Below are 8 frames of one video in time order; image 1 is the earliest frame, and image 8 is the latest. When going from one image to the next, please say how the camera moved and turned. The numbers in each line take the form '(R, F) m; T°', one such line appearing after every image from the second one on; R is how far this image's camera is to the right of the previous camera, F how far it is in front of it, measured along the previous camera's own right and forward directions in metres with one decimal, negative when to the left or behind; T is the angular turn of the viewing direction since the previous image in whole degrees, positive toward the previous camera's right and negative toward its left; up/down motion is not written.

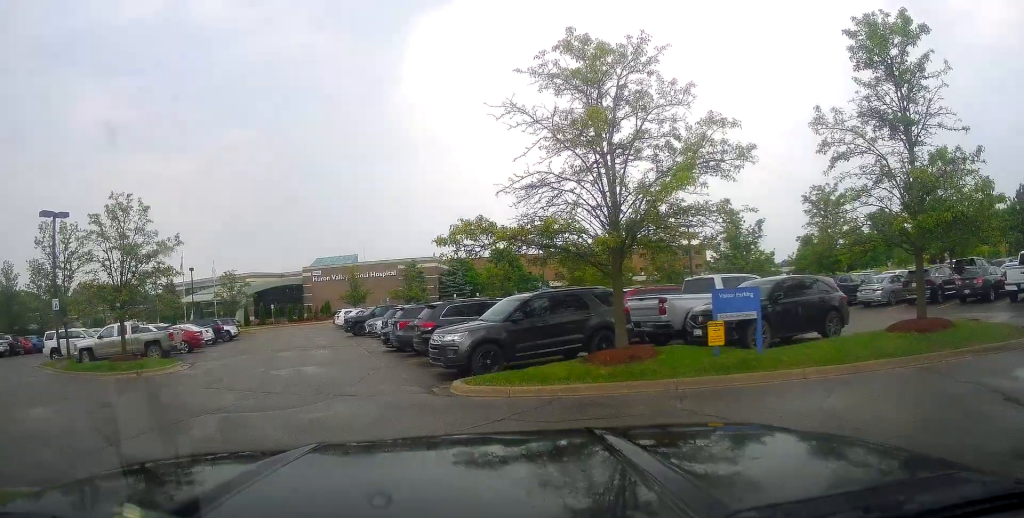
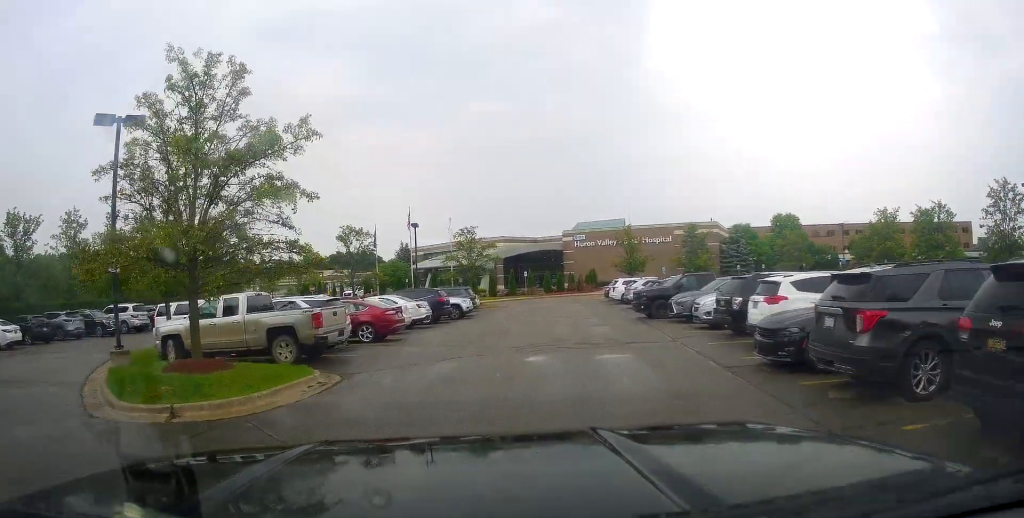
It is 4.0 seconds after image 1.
(-3.3, +9.9) m; -29°
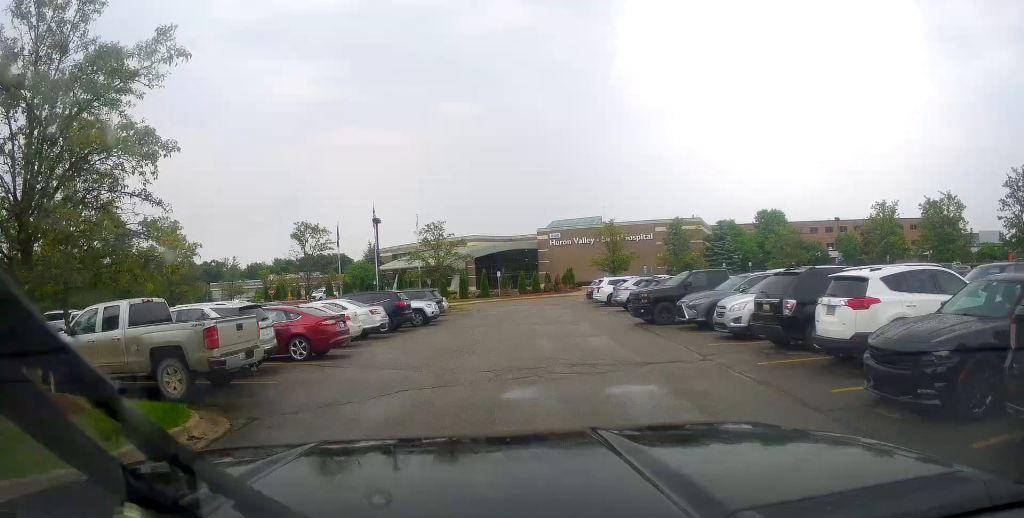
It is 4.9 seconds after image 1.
(+0.7, +4.0) m; +8°
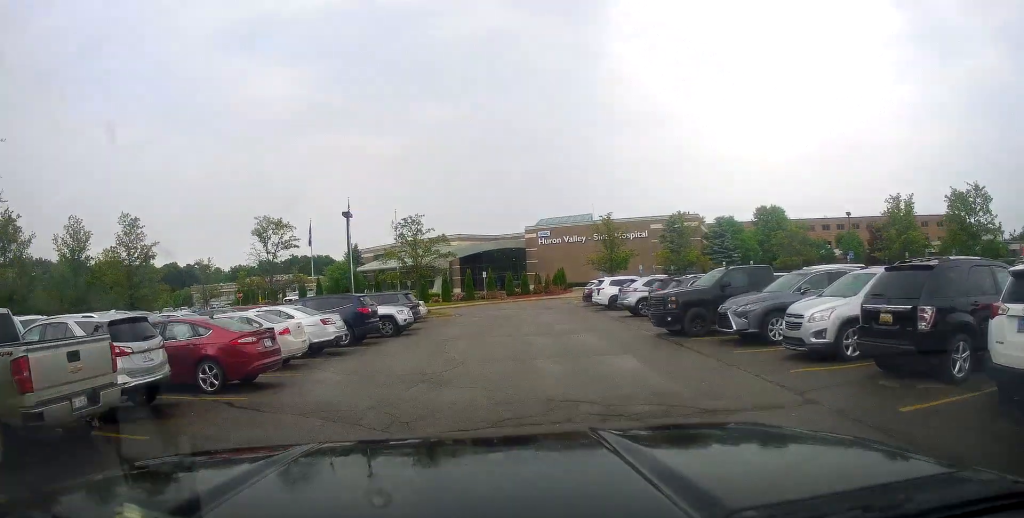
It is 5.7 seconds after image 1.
(0.0, +4.3) m; +1°
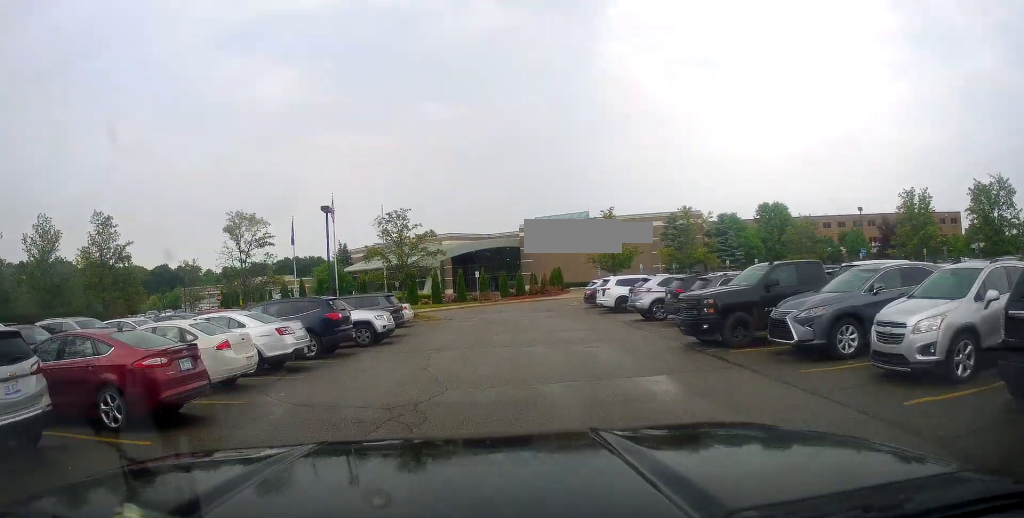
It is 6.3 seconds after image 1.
(0.0, +3.1) m; 0°
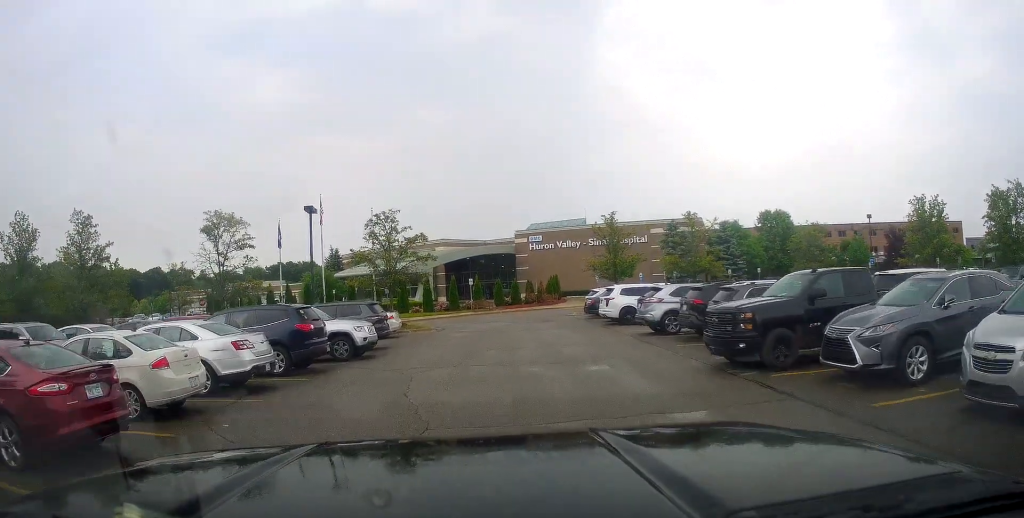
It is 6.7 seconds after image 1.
(0.0, +2.3) m; 0°
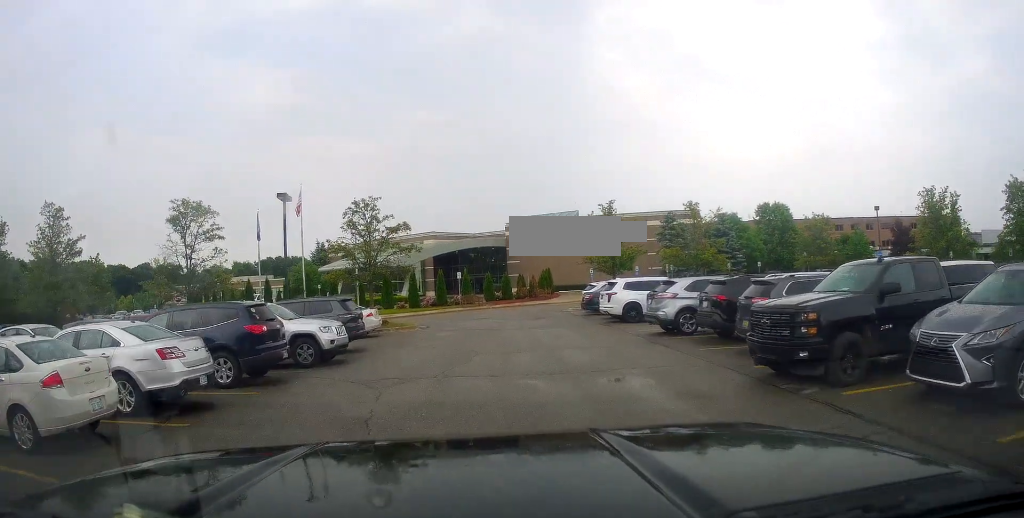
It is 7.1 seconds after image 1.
(0.0, +2.7) m; 0°
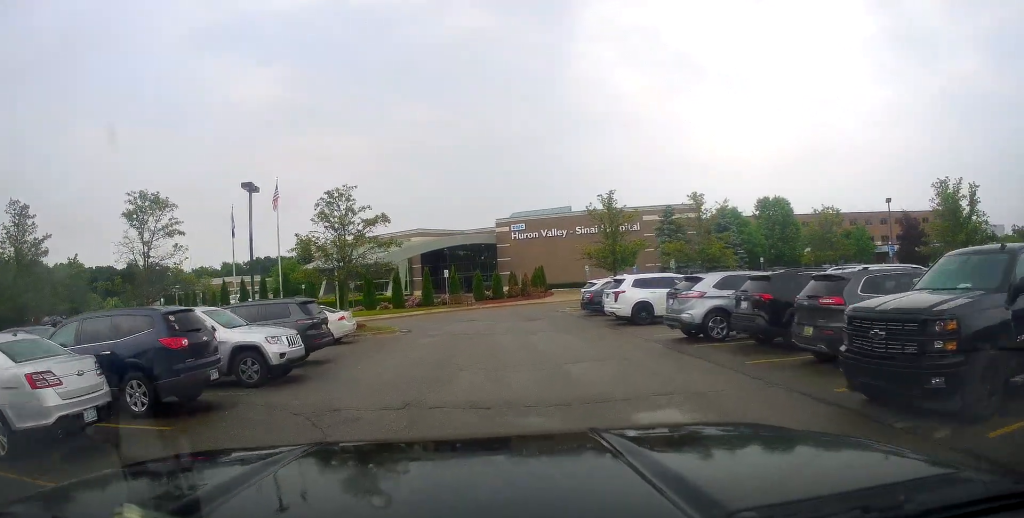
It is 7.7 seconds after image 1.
(0.0, +3.4) m; -2°
